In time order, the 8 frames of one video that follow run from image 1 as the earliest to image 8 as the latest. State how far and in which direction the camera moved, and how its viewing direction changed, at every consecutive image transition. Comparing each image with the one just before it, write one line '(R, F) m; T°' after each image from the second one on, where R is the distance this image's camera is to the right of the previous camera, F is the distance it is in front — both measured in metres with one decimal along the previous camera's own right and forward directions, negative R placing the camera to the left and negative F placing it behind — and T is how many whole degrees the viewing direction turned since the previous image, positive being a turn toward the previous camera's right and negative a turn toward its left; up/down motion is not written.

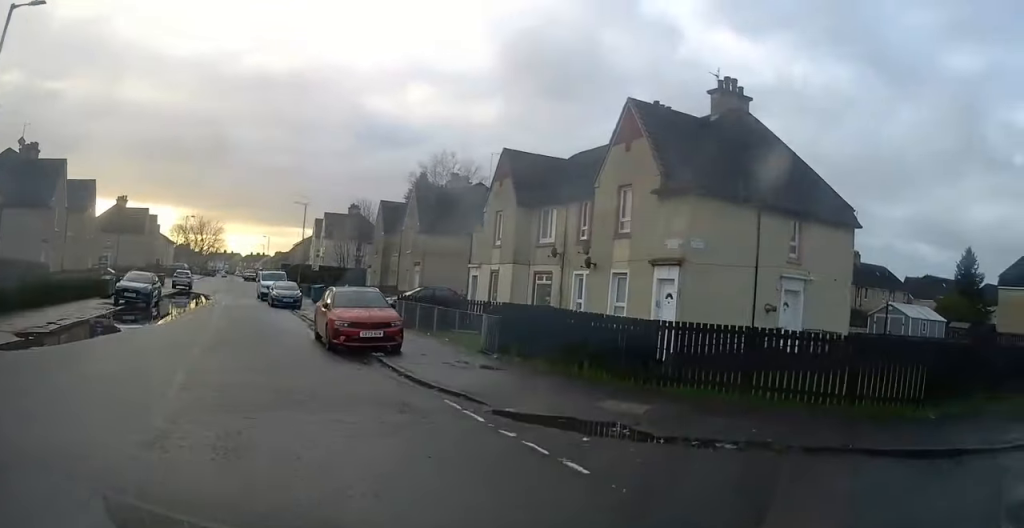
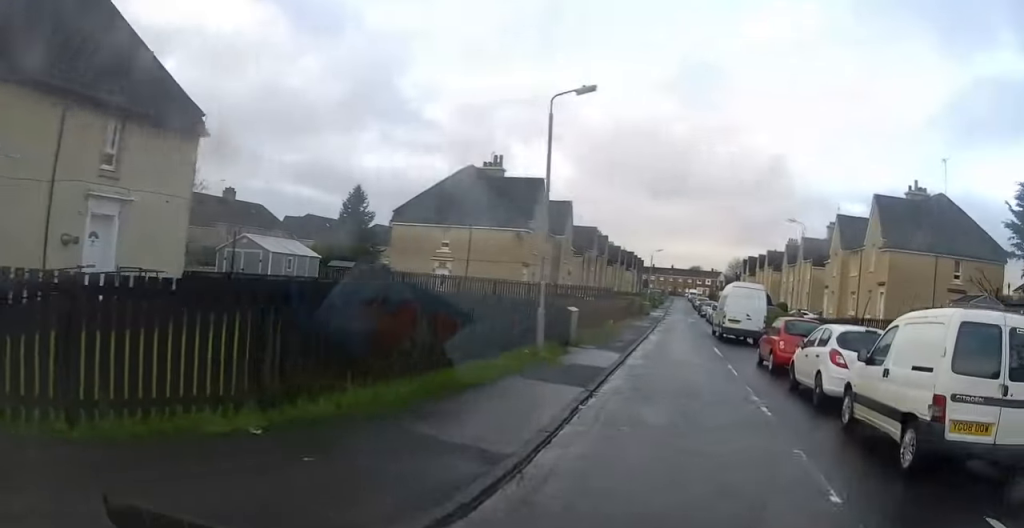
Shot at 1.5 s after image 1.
(+2.2, +5.5) m; +44°
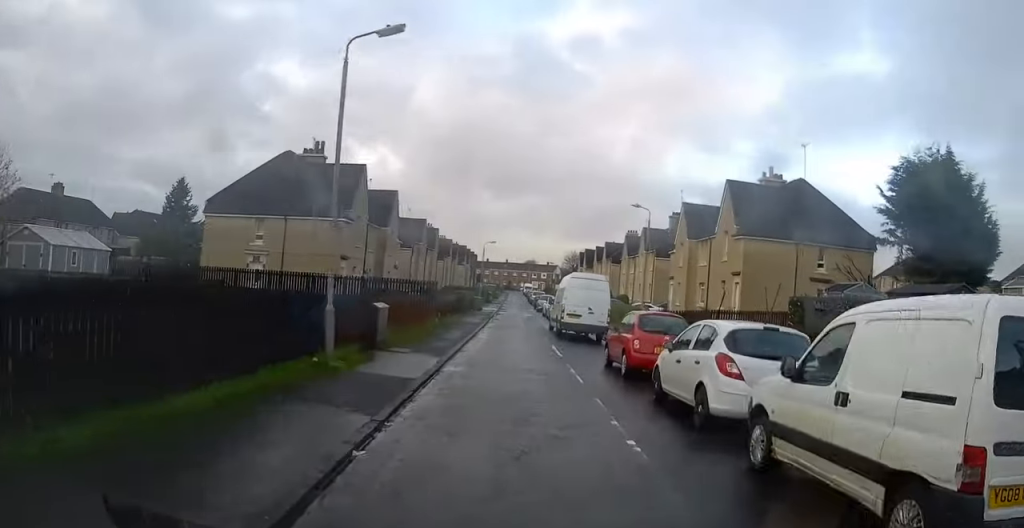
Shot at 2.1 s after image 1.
(+0.5, +3.0) m; +10°
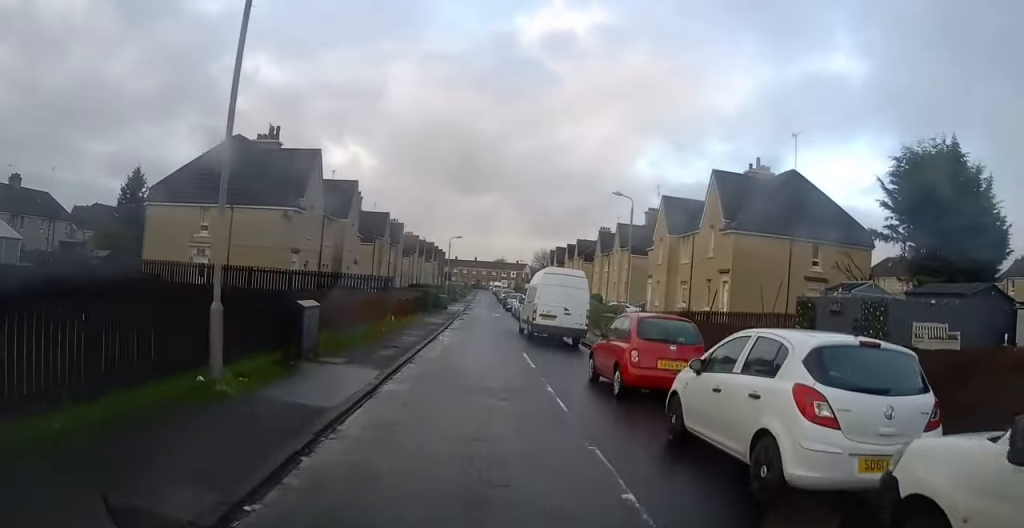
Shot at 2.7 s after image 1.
(+0.3, +2.9) m; +6°
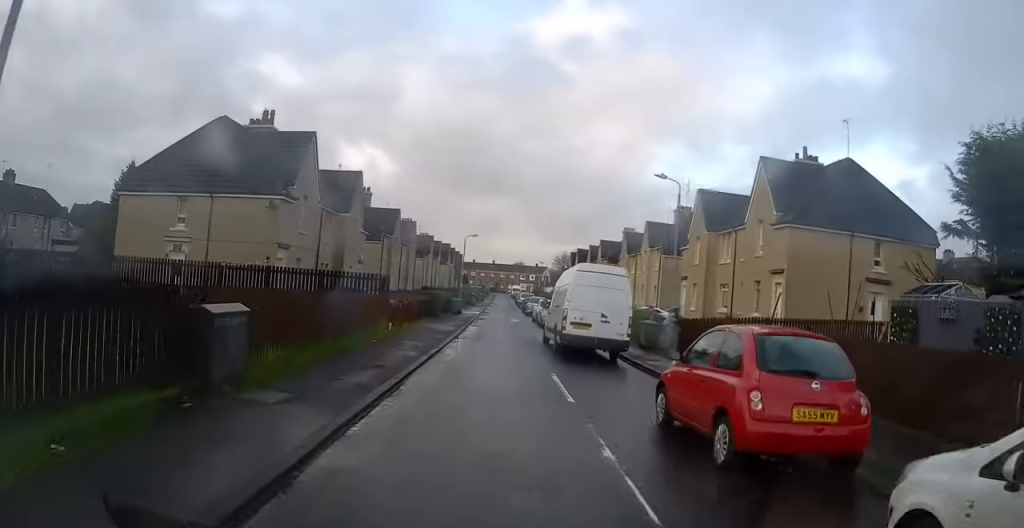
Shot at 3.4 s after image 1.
(0.0, +4.3) m; +2°
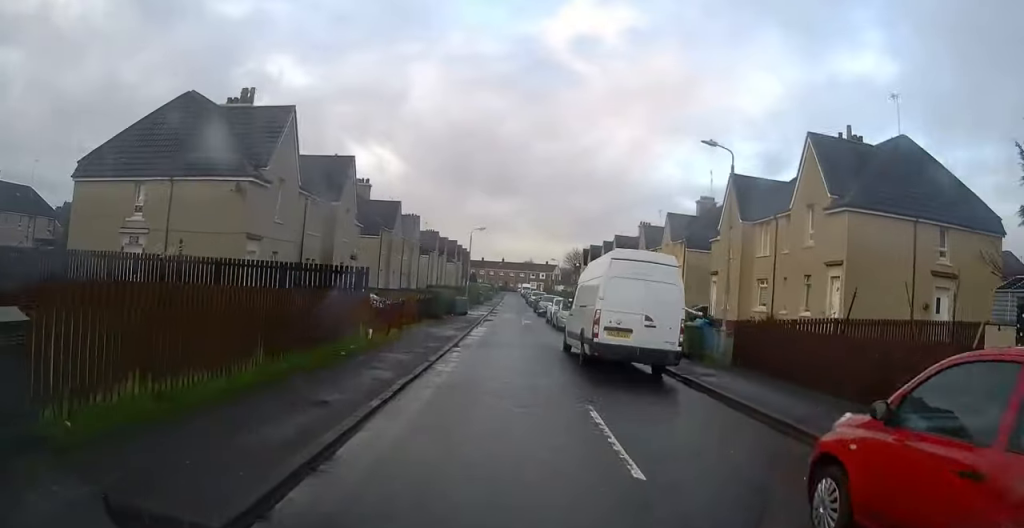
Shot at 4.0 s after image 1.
(+0.1, +4.4) m; +1°
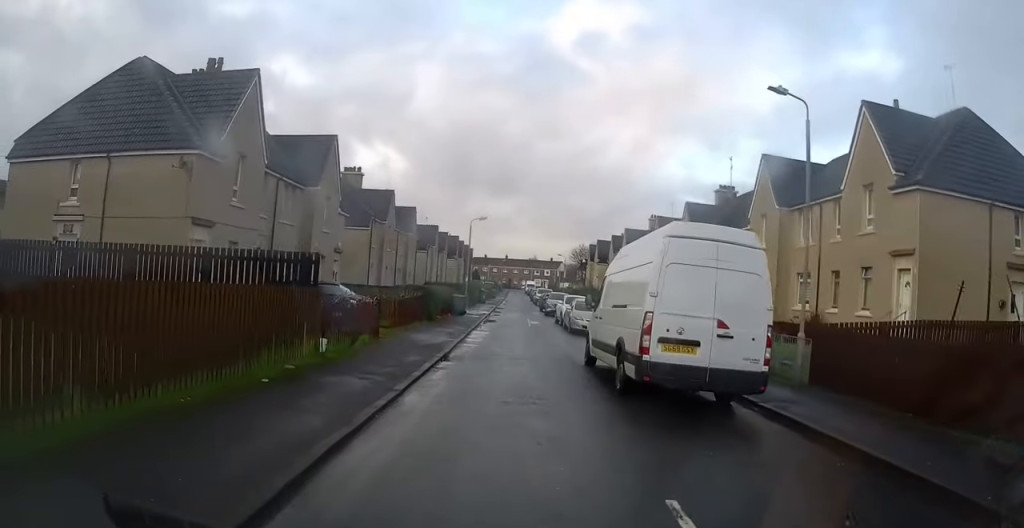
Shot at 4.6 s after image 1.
(+0.2, +4.5) m; 0°
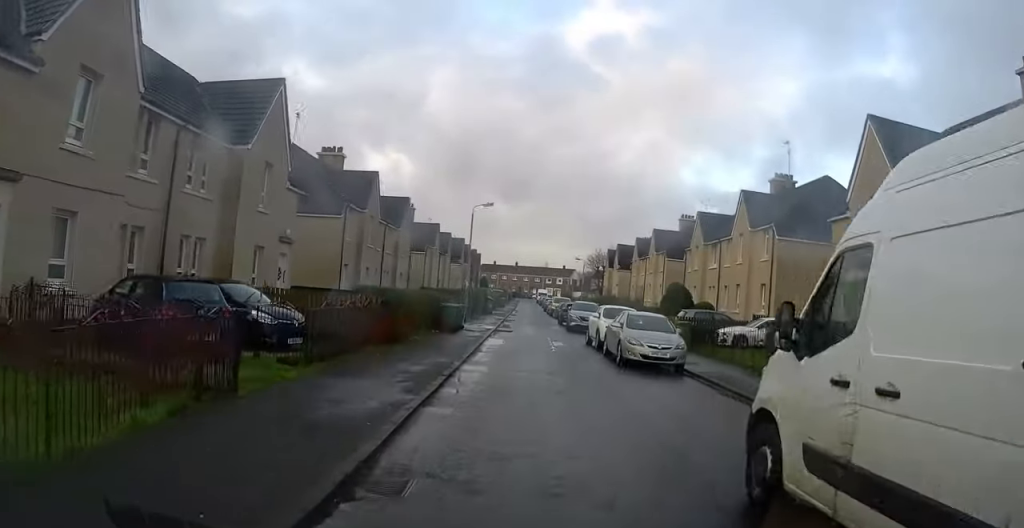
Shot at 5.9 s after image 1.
(-0.3, +10.4) m; 0°
